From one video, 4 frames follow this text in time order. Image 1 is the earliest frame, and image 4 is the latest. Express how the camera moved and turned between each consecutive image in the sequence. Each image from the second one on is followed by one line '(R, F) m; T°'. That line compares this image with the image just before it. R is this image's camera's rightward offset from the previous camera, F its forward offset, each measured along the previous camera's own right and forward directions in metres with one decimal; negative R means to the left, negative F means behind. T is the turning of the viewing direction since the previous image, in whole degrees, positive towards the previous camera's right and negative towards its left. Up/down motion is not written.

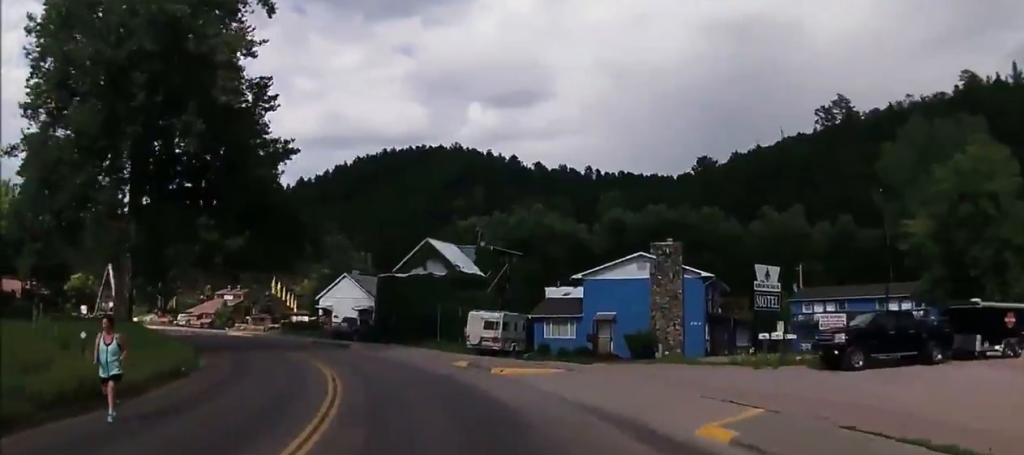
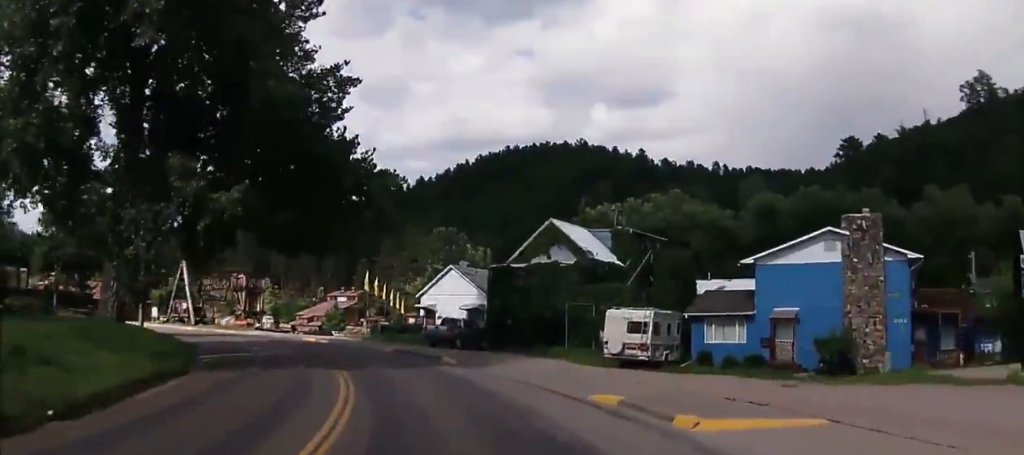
(-0.9, +11.1) m; -8°
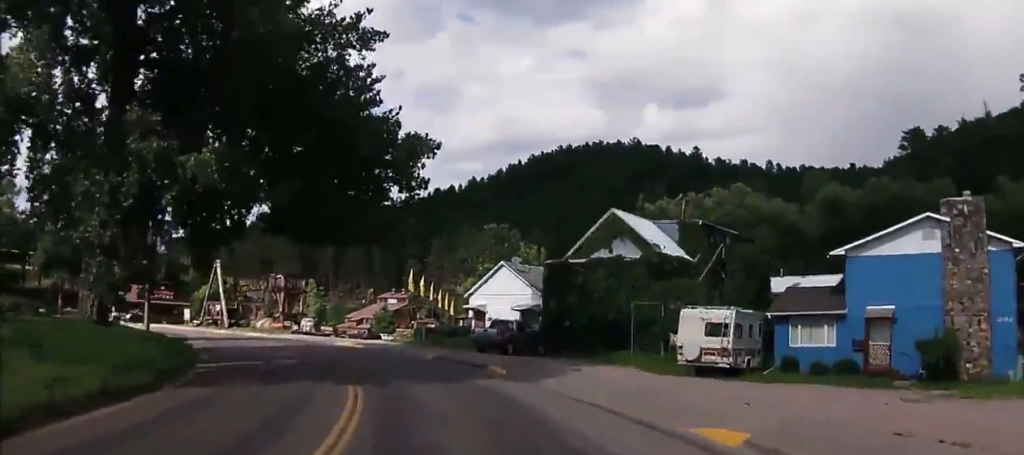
(-0.1, +4.5) m; -4°
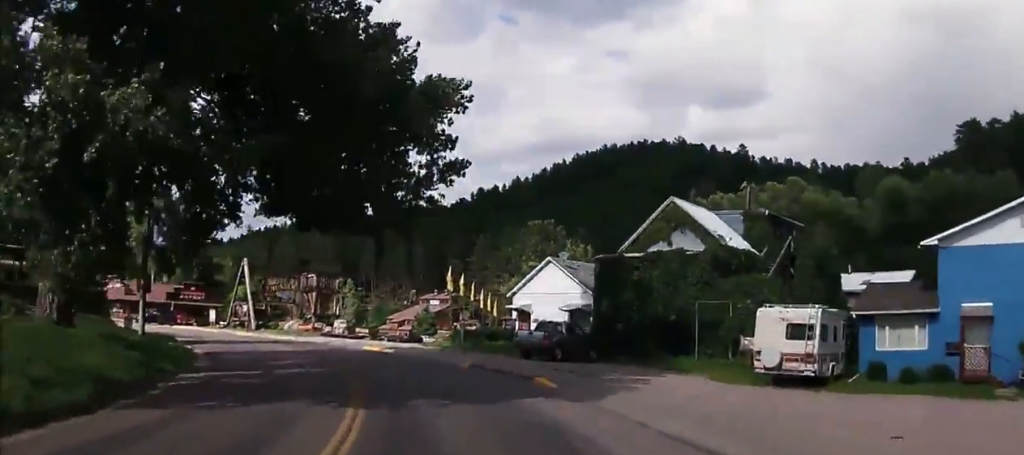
(+0.1, +4.2) m; -4°
